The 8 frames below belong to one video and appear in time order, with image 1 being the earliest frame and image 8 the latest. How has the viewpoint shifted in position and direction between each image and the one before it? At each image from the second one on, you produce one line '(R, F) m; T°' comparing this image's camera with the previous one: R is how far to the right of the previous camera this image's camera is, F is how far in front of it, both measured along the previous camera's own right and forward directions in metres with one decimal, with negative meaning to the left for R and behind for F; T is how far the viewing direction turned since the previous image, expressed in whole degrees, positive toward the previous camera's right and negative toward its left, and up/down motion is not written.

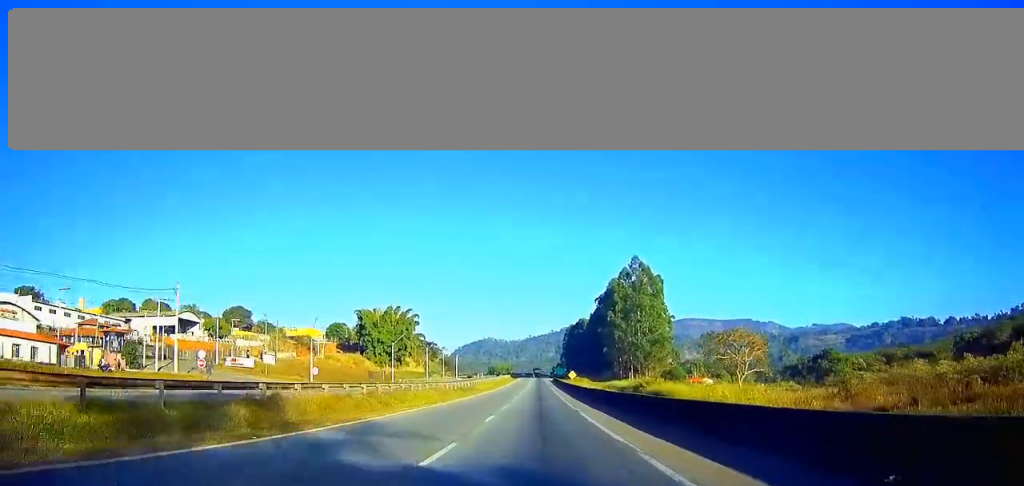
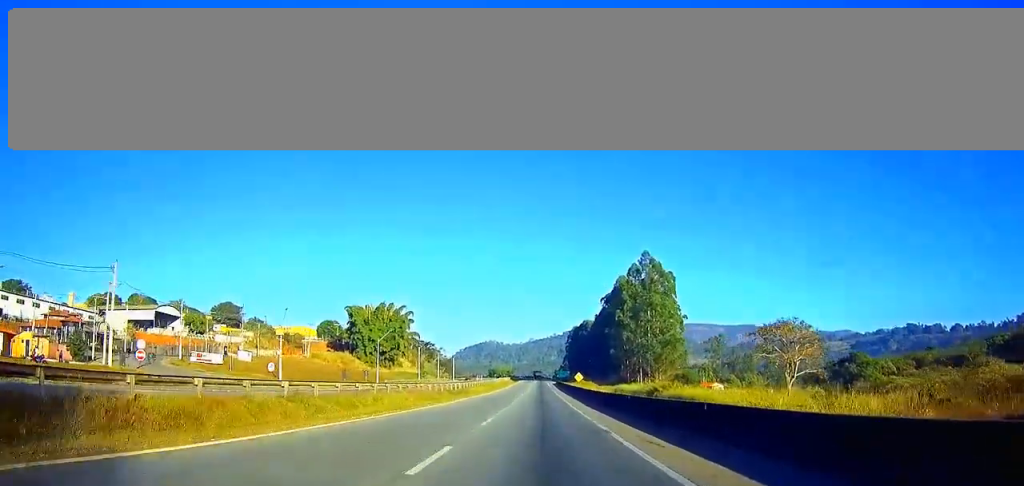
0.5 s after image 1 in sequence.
(0.0, +13.8) m; 0°
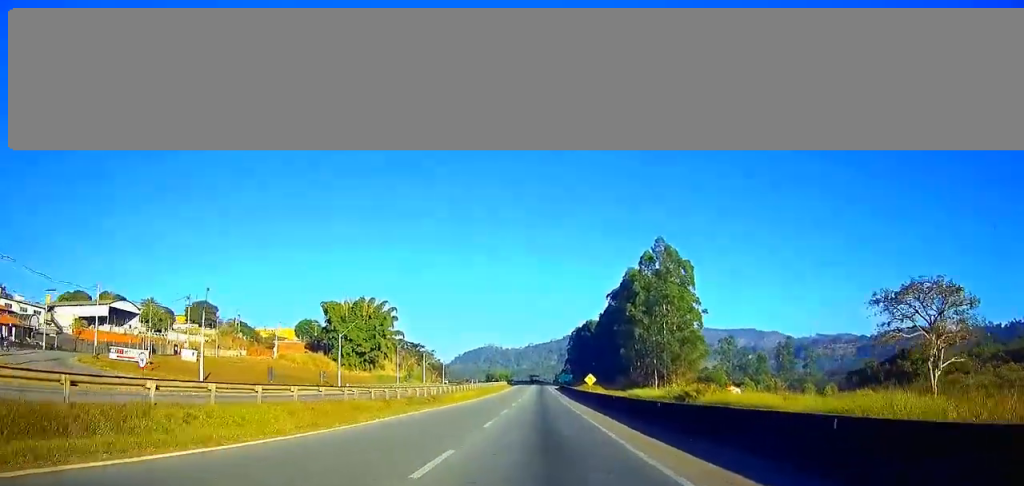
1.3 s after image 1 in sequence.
(0.0, +23.0) m; 0°
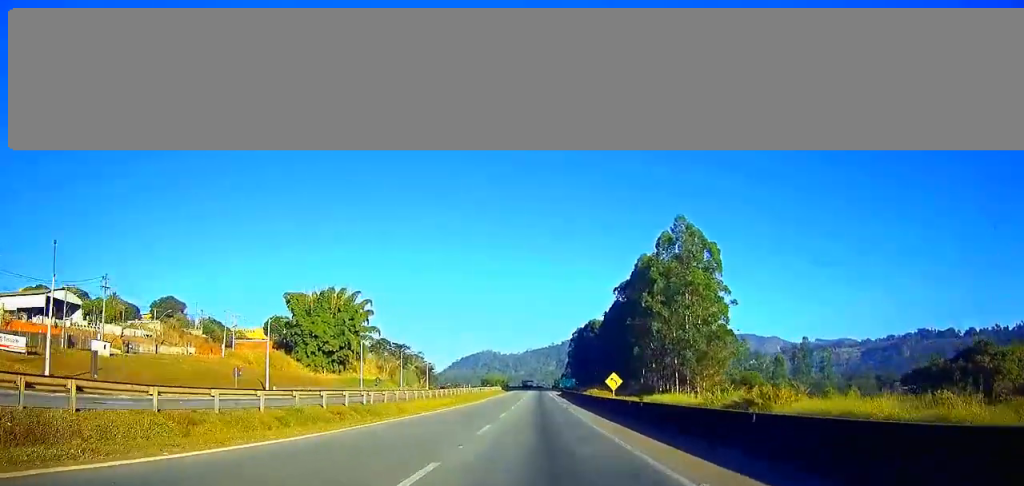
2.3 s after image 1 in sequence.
(0.0, +25.8) m; 0°
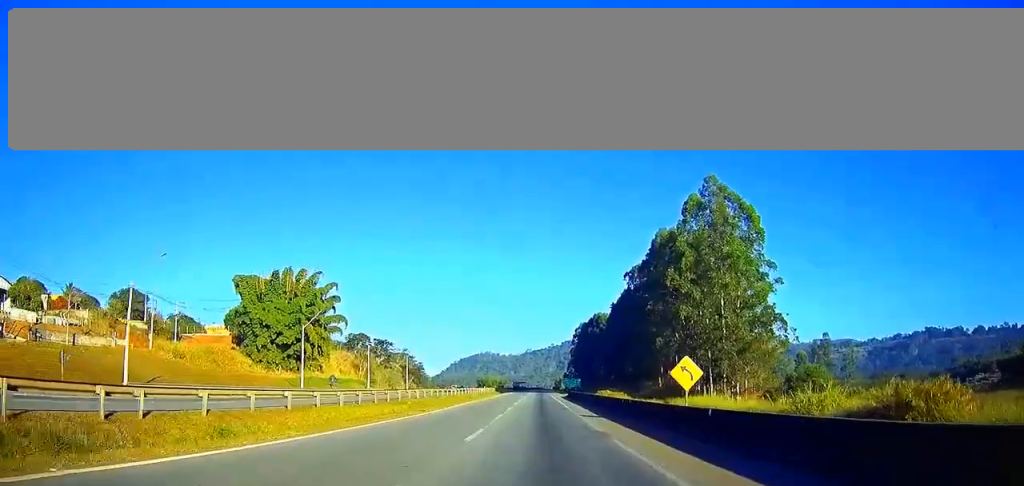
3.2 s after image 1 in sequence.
(+0.1, +26.6) m; 0°
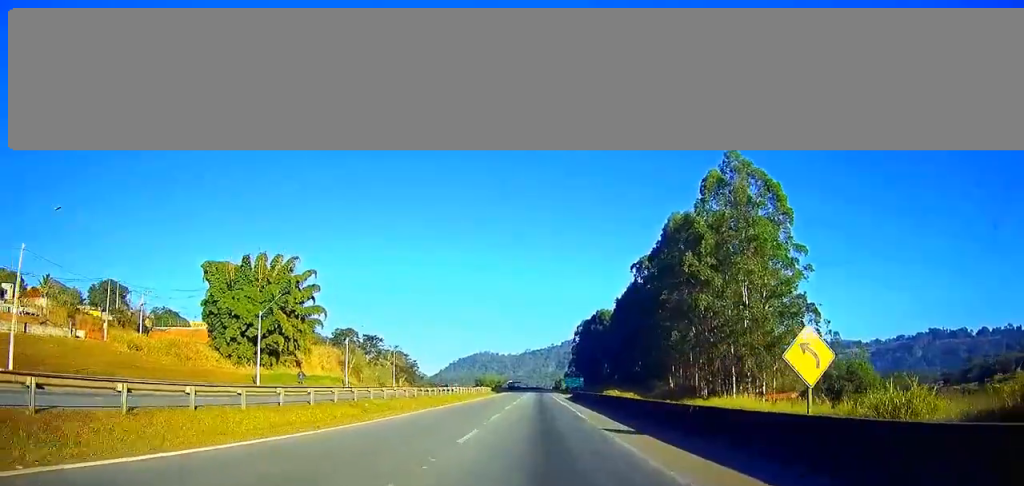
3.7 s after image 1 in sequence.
(+0.1, +12.8) m; 0°
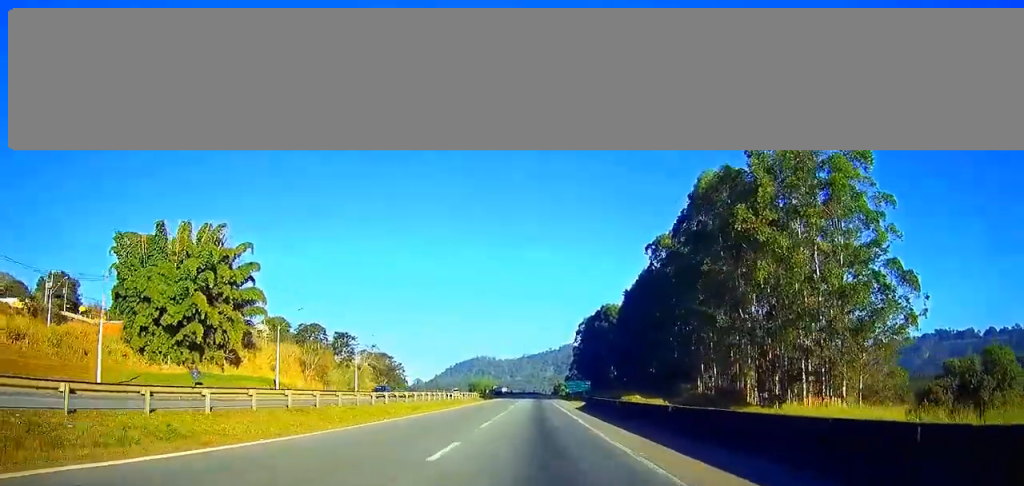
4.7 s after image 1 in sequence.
(-0.1, +26.4) m; 0°
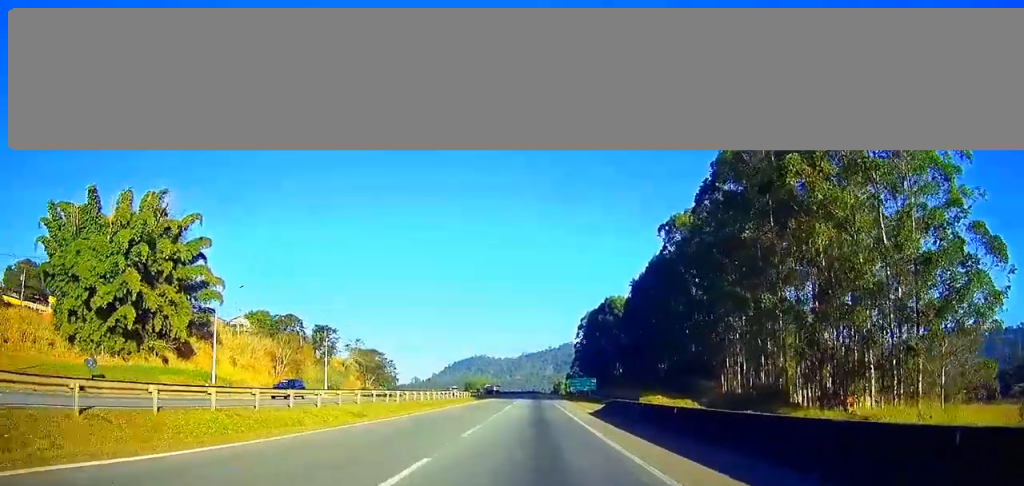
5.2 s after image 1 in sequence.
(0.0, +15.3) m; 0°
